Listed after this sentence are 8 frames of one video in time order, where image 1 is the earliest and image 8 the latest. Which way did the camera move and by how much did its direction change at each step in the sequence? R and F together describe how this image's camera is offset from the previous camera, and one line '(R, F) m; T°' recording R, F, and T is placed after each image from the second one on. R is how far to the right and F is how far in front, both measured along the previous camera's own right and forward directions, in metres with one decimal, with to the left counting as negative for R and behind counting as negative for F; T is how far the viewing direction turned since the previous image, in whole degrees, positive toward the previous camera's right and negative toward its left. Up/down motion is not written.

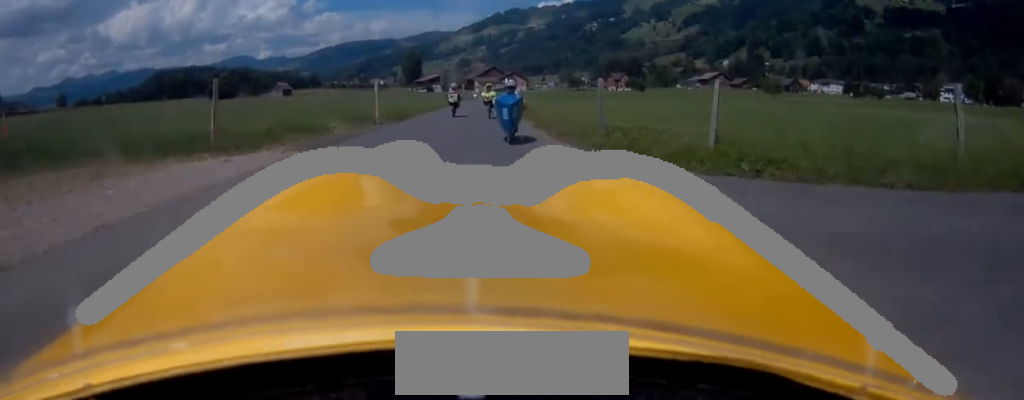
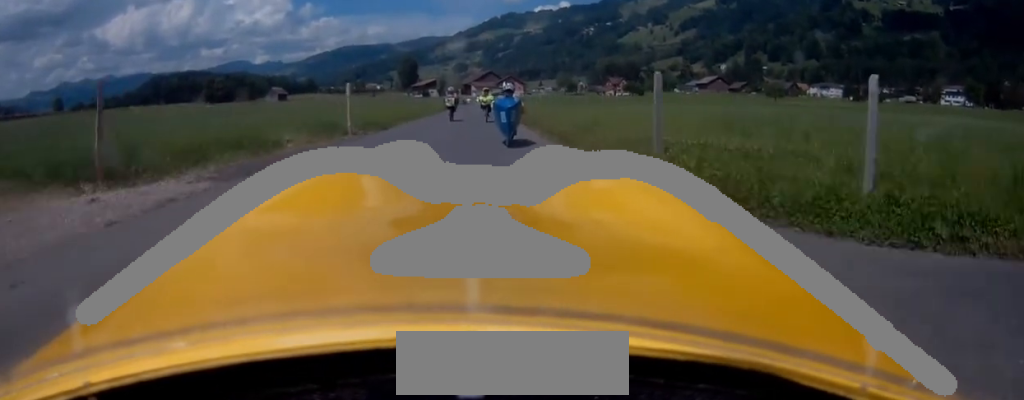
(0.0, +3.1) m; 0°
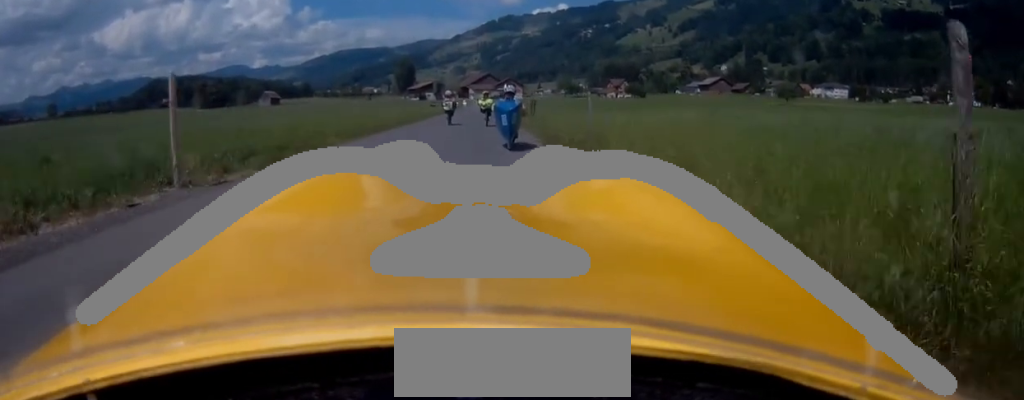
(-0.1, +8.0) m; +1°
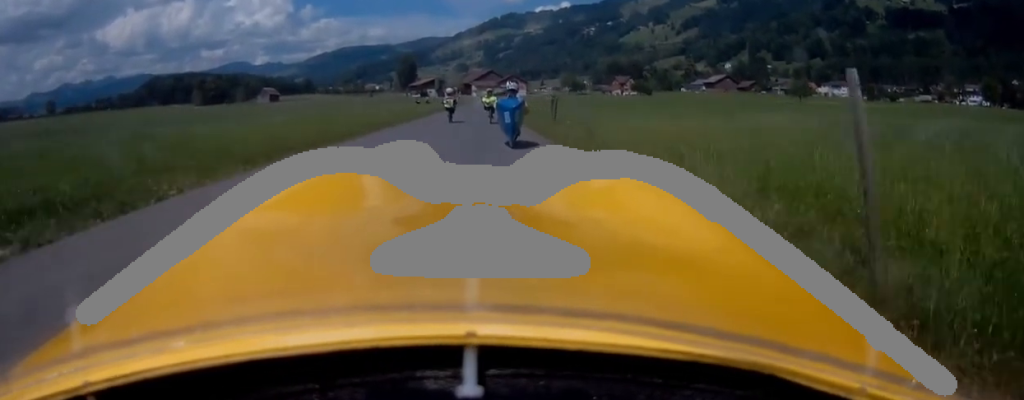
(+0.1, +5.9) m; +1°
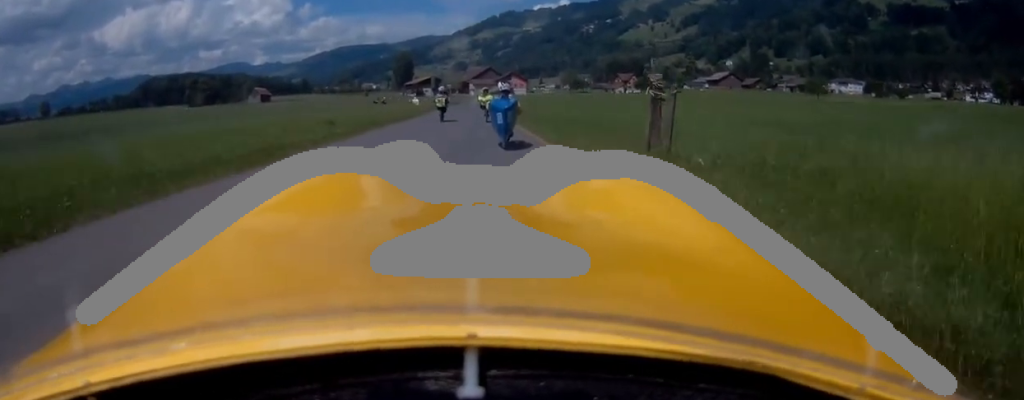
(+0.1, +10.1) m; +2°
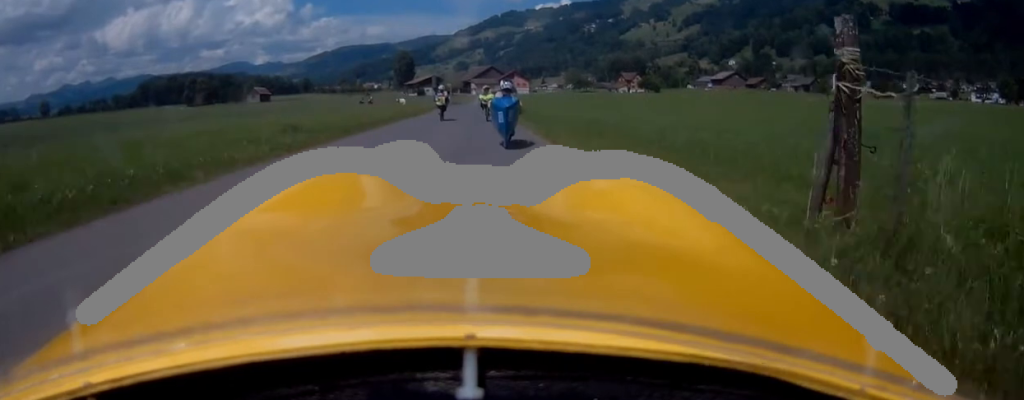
(+0.1, +3.5) m; +1°
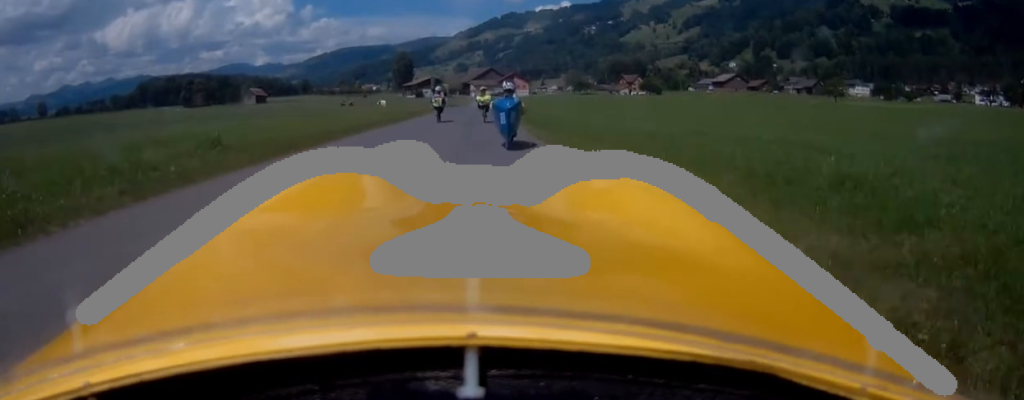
(+0.1, +4.1) m; +1°
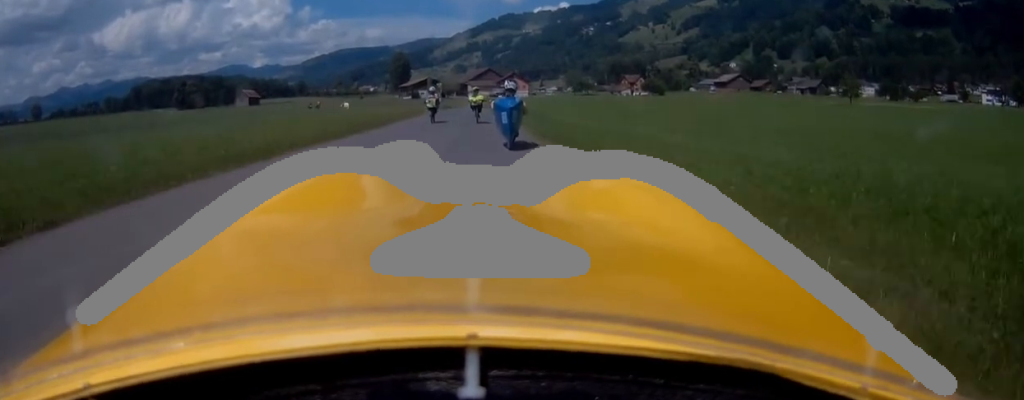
(0.0, +7.4) m; 0°
